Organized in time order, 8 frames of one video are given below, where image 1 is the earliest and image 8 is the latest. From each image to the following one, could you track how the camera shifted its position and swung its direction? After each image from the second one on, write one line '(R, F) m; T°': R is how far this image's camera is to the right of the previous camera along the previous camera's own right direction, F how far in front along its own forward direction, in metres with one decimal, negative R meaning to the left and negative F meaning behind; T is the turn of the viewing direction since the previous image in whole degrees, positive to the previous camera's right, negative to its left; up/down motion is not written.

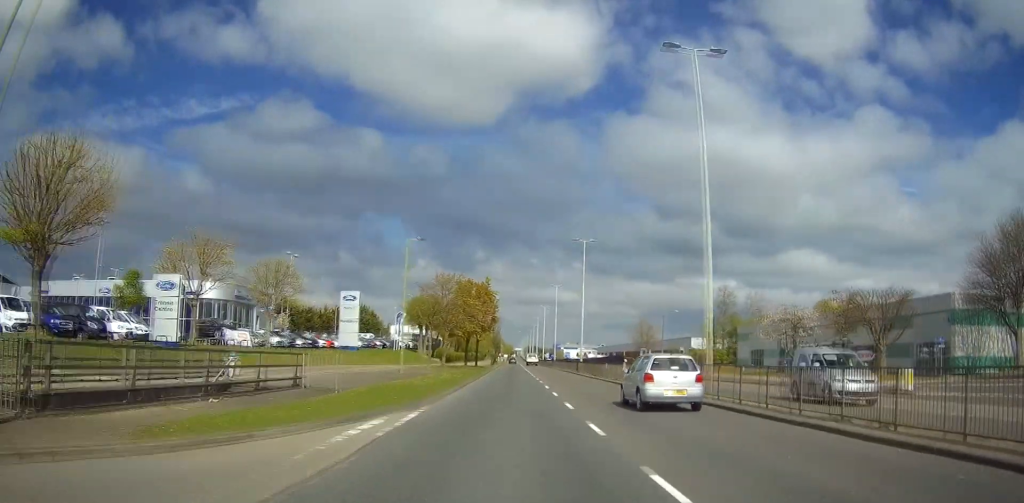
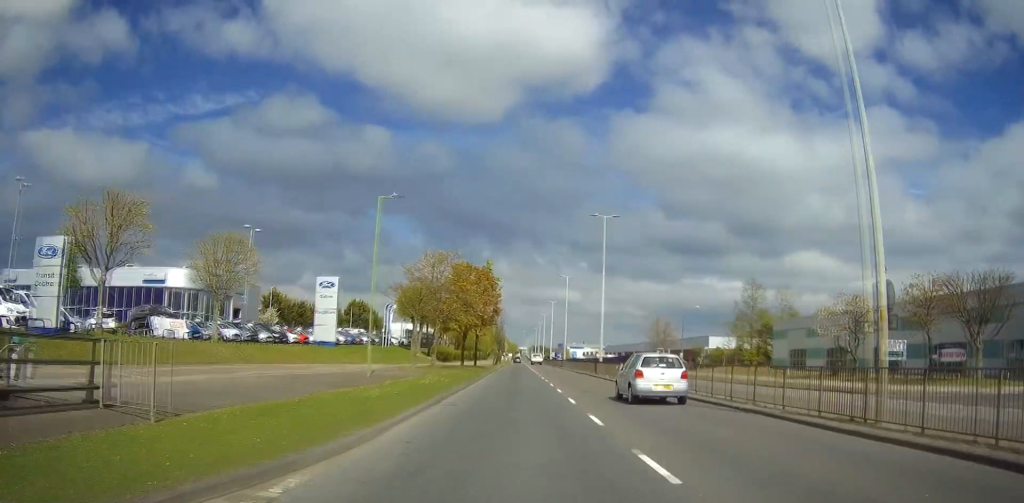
(0.0, +10.7) m; 0°
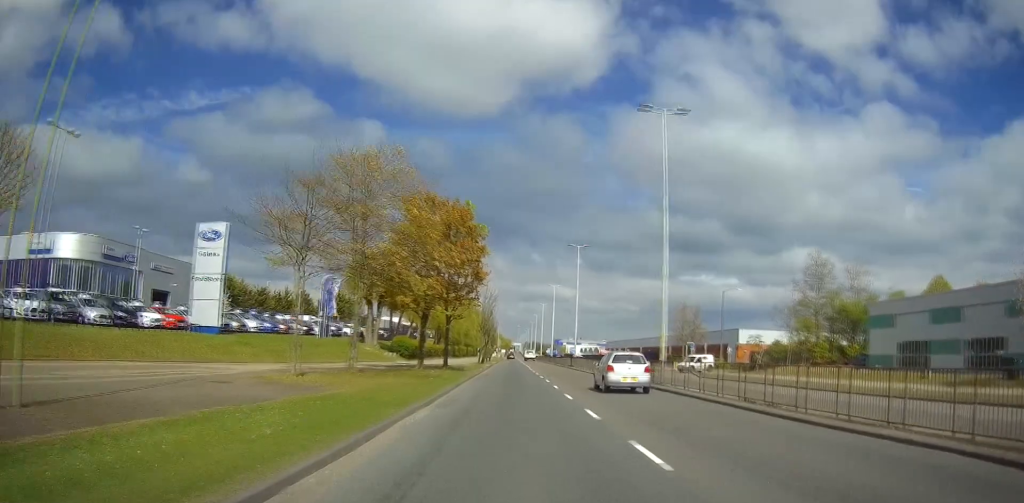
(0.0, +23.4) m; 0°
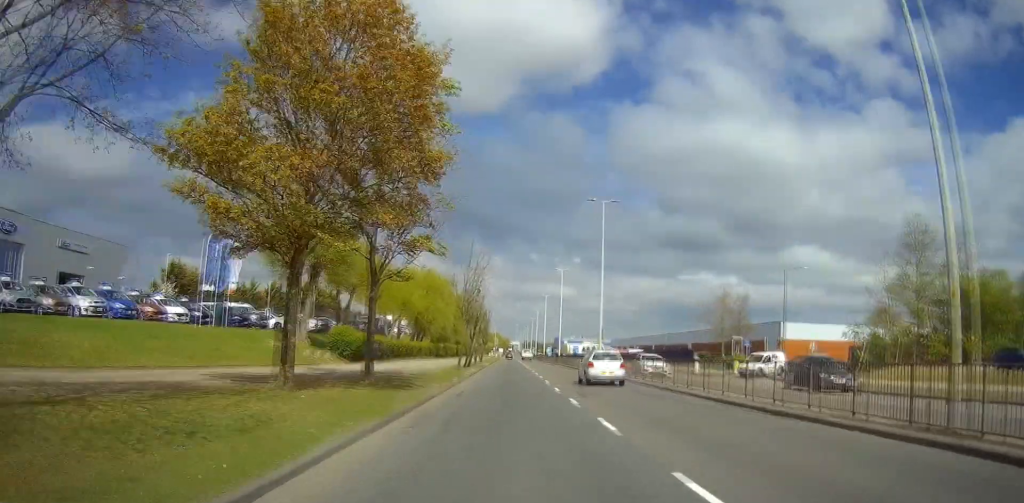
(0.0, +20.8) m; 0°
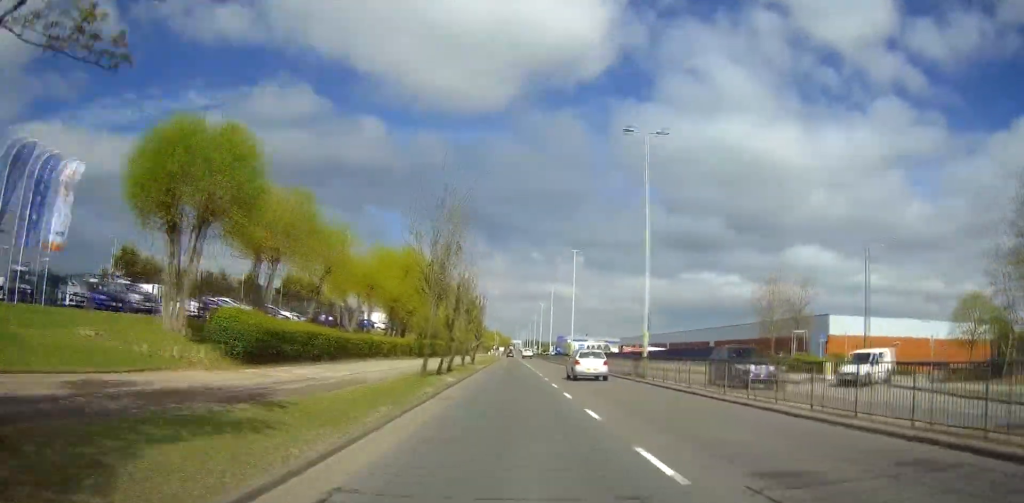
(0.0, +16.1) m; 0°
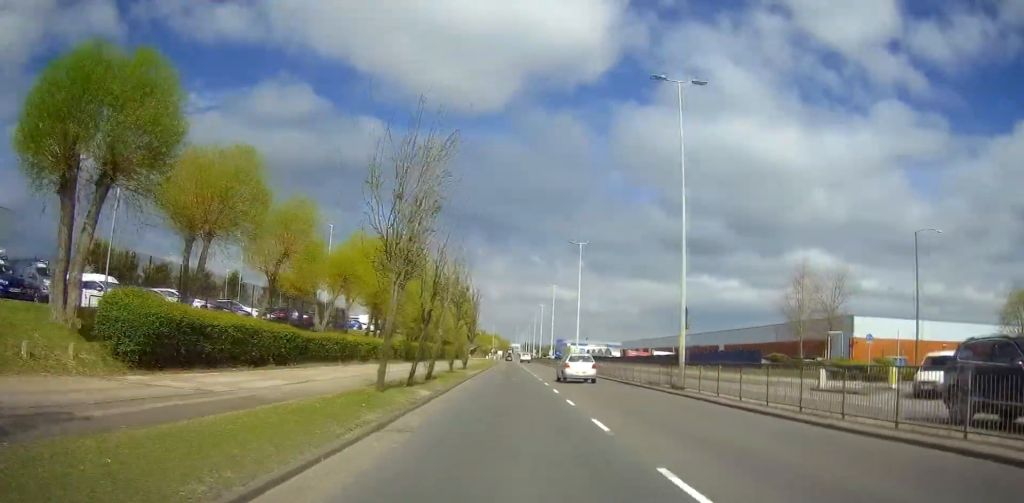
(0.0, +7.4) m; 0°
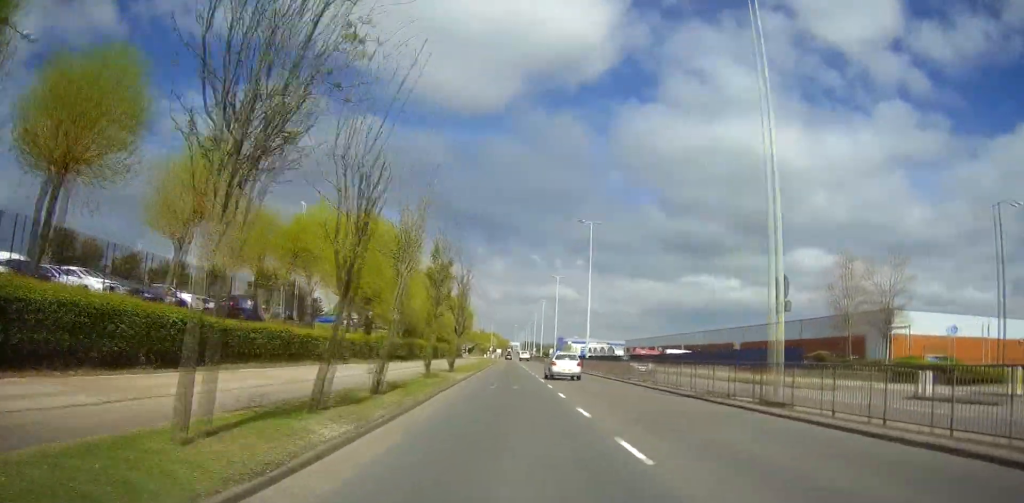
(0.0, +9.4) m; 0°
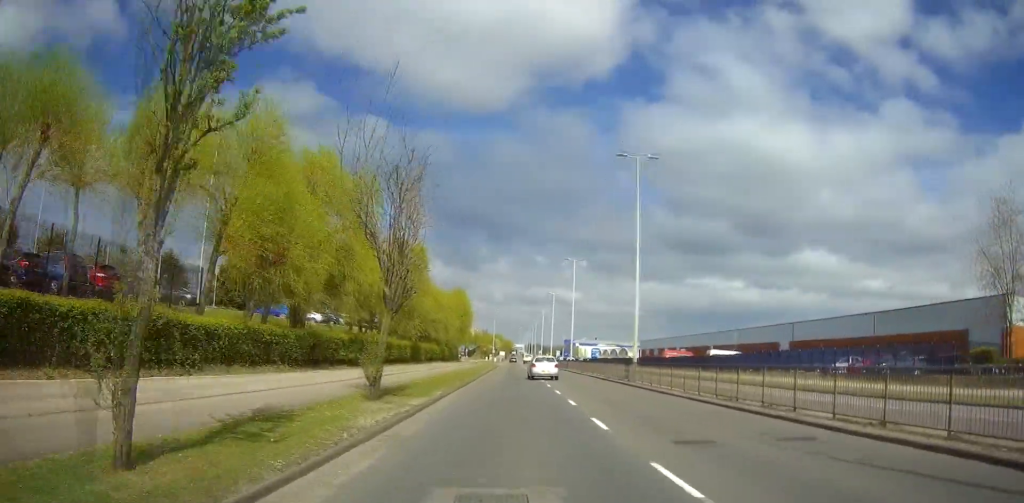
(0.0, +20.1) m; 0°
